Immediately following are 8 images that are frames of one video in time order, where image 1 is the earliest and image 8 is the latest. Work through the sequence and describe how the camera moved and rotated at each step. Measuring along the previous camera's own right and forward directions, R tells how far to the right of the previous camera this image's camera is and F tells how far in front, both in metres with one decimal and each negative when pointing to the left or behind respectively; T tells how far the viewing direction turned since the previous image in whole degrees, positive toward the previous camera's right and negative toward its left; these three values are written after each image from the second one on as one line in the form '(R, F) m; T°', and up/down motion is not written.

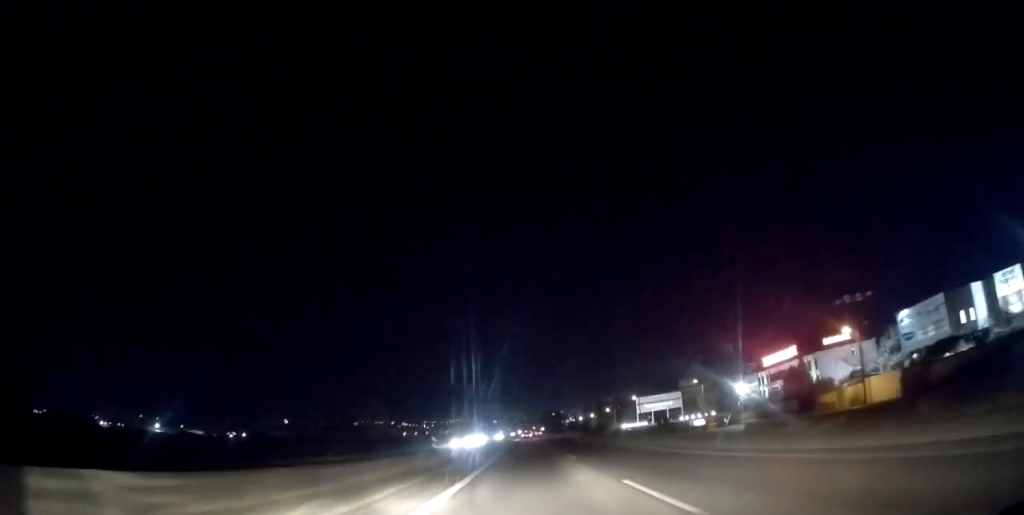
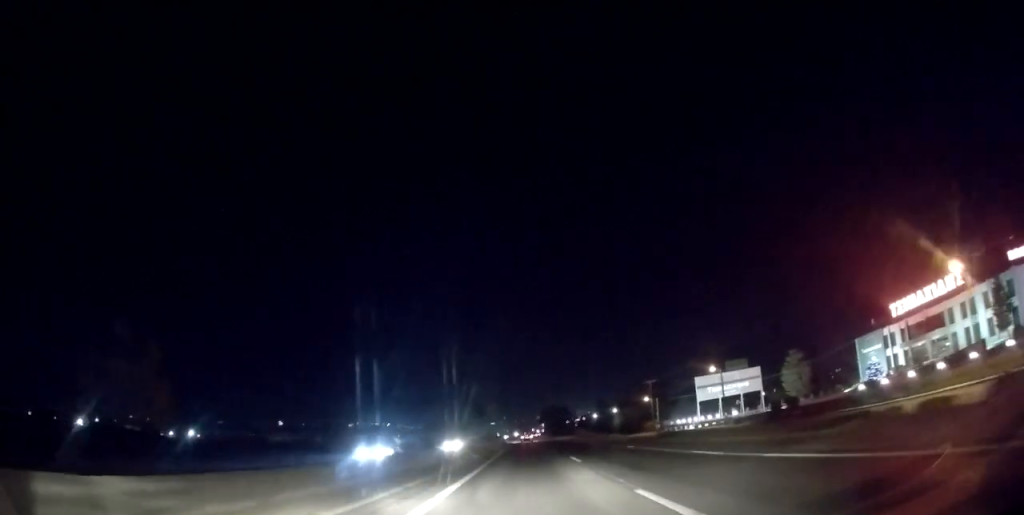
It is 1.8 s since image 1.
(0.0, +56.6) m; 0°
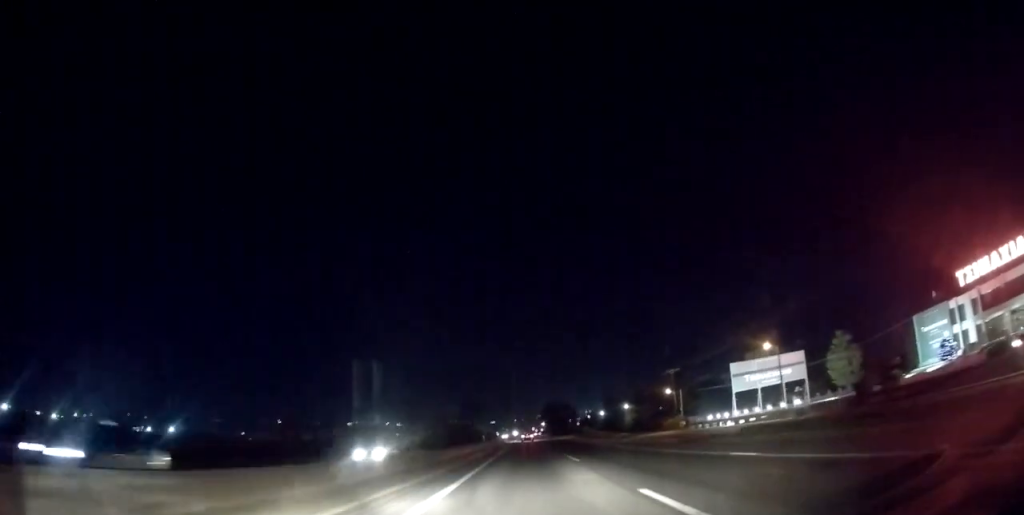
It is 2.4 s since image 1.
(-0.4, +17.3) m; 0°
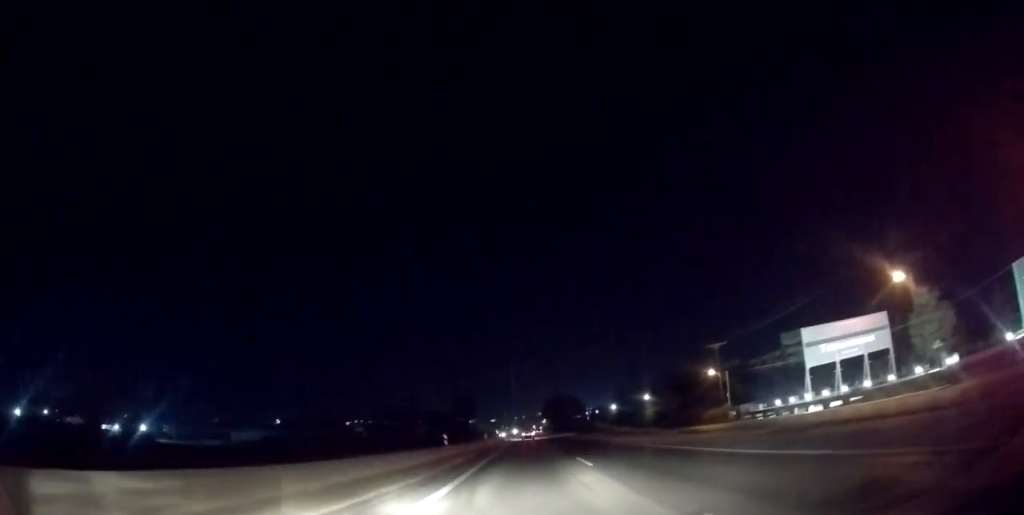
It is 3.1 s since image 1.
(-0.1, +22.6) m; 0°
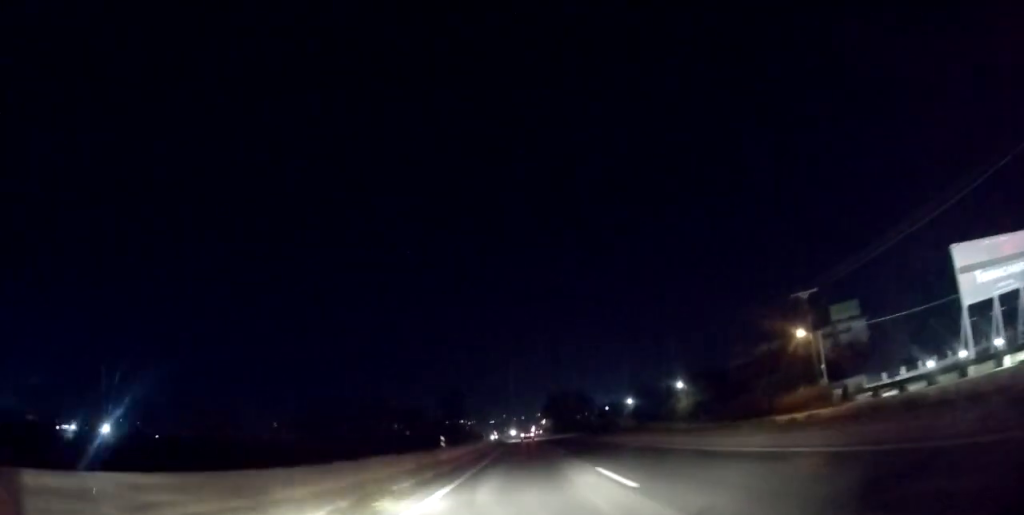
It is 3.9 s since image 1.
(+0.2, +25.7) m; +1°
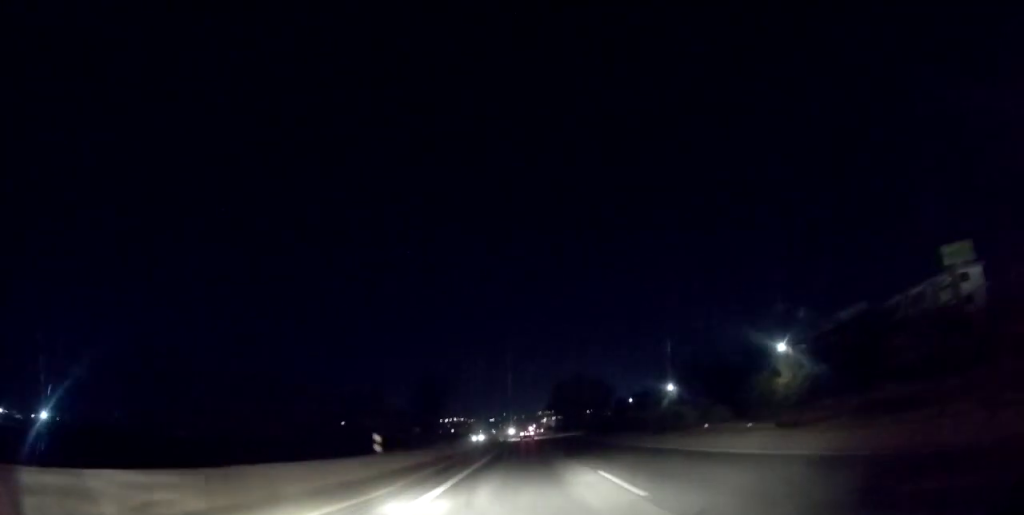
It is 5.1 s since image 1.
(+0.4, +36.7) m; +1°
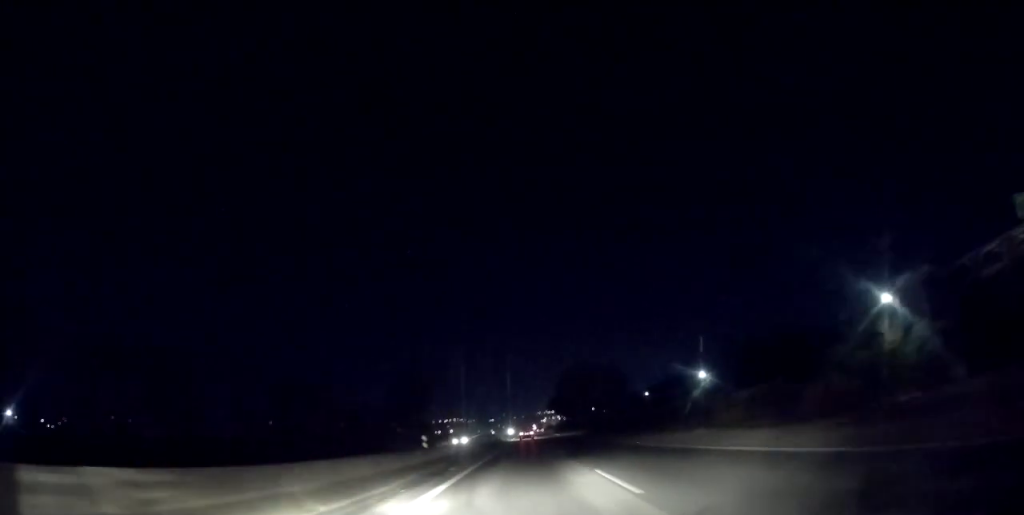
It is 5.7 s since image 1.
(+0.3, +17.9) m; 0°
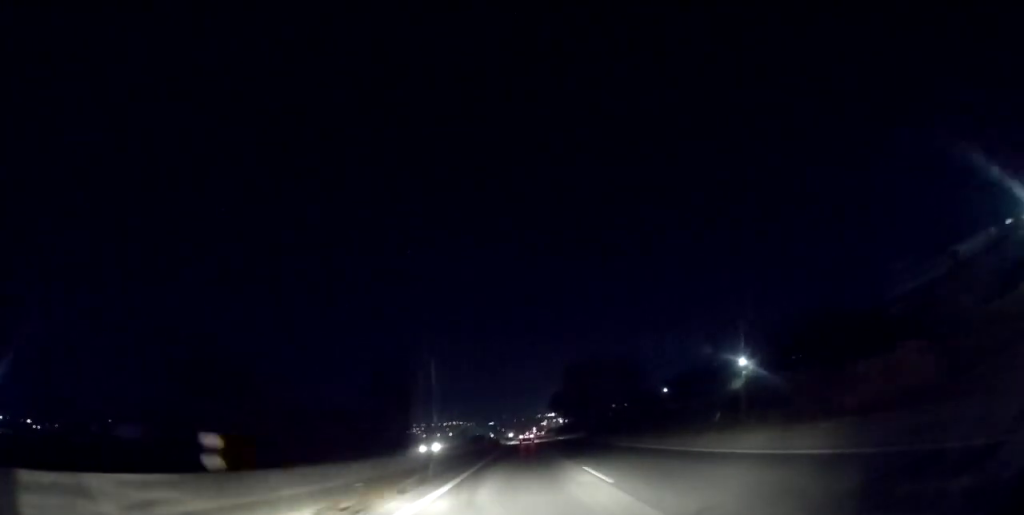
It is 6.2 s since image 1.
(-0.2, +15.0) m; -1°
